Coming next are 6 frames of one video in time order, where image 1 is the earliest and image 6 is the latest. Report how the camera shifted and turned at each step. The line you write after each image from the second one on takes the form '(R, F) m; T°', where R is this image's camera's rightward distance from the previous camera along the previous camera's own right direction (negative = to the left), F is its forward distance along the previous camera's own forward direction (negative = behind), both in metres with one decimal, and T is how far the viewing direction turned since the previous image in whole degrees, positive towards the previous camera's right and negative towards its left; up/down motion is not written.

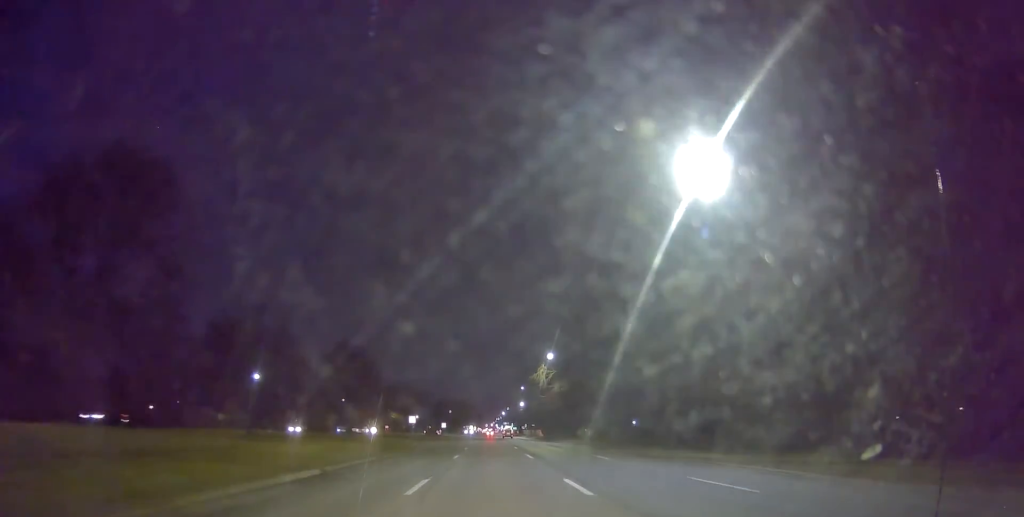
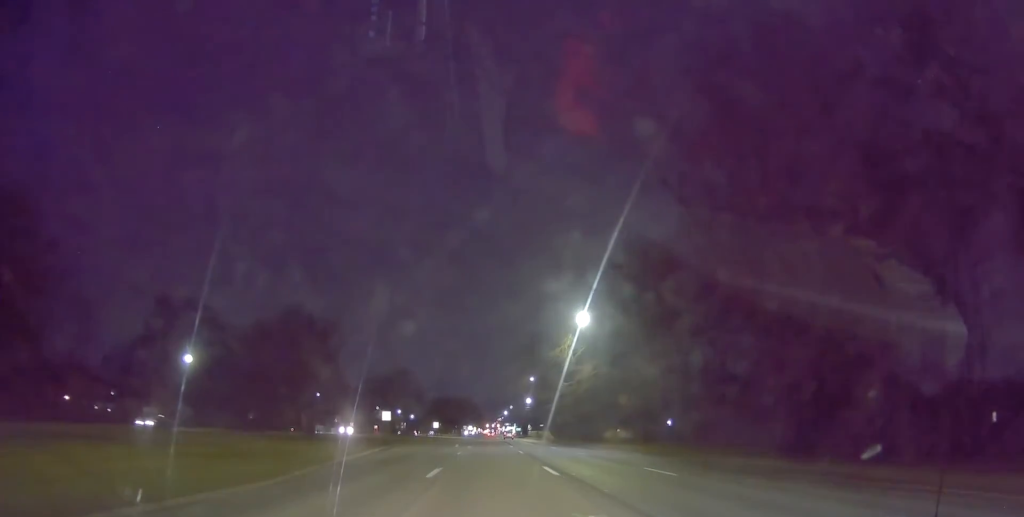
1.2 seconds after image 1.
(+0.9, +23.1) m; +2°
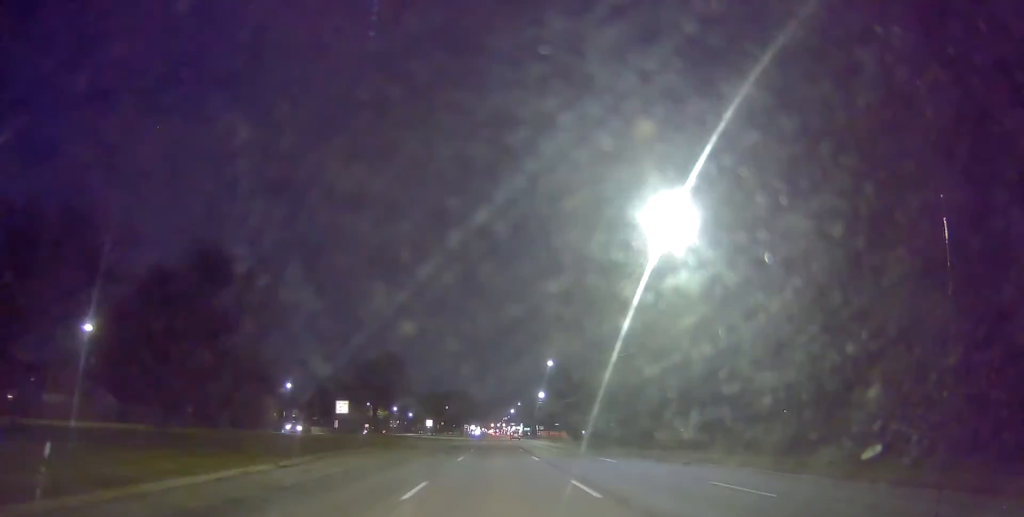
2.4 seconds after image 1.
(-0.5, +22.1) m; -2°
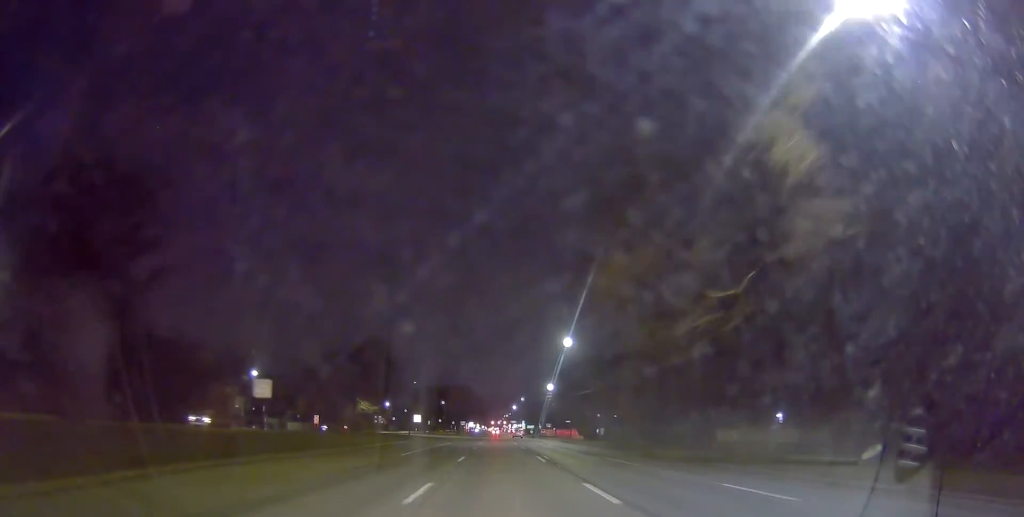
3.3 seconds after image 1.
(-0.3, +16.4) m; 0°
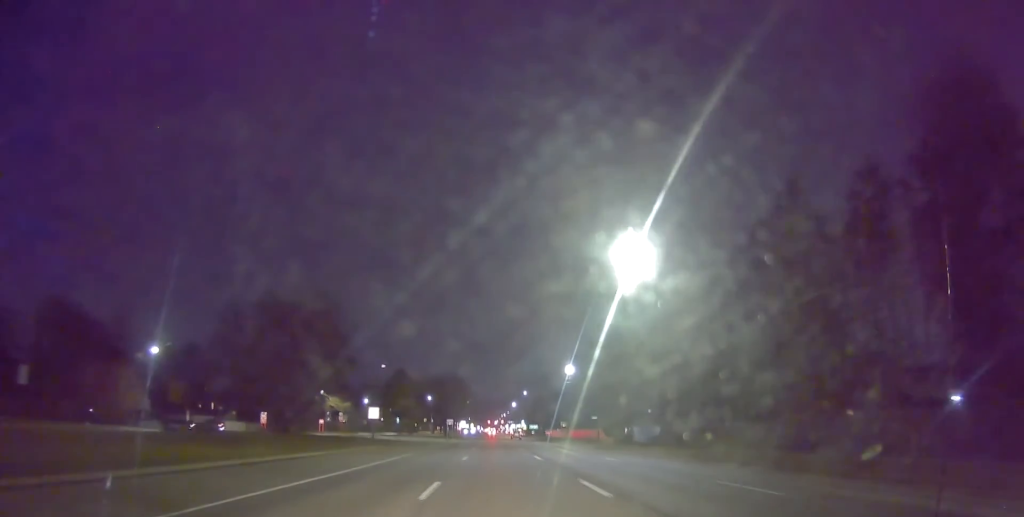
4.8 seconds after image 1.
(+0.9, +29.1) m; +1°
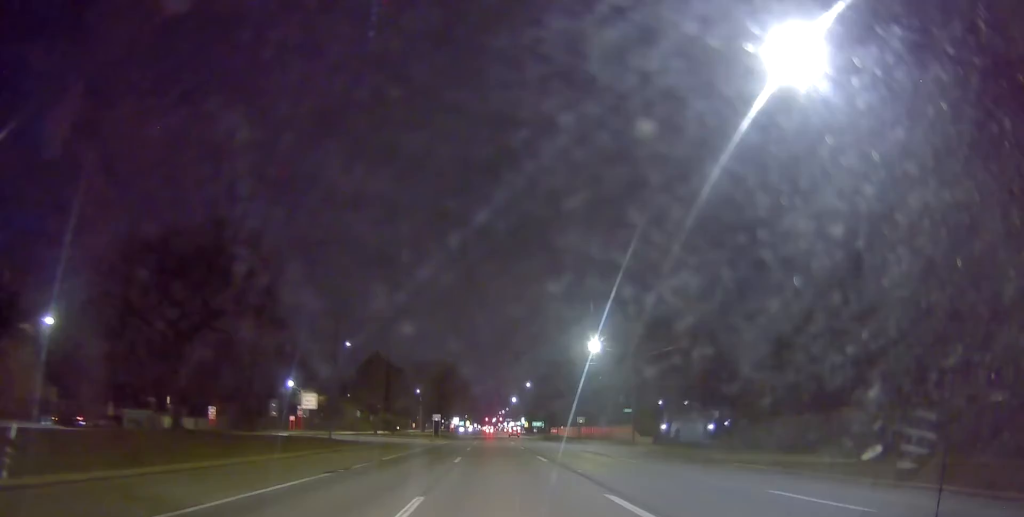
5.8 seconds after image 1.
(-0.7, +19.4) m; +2°
